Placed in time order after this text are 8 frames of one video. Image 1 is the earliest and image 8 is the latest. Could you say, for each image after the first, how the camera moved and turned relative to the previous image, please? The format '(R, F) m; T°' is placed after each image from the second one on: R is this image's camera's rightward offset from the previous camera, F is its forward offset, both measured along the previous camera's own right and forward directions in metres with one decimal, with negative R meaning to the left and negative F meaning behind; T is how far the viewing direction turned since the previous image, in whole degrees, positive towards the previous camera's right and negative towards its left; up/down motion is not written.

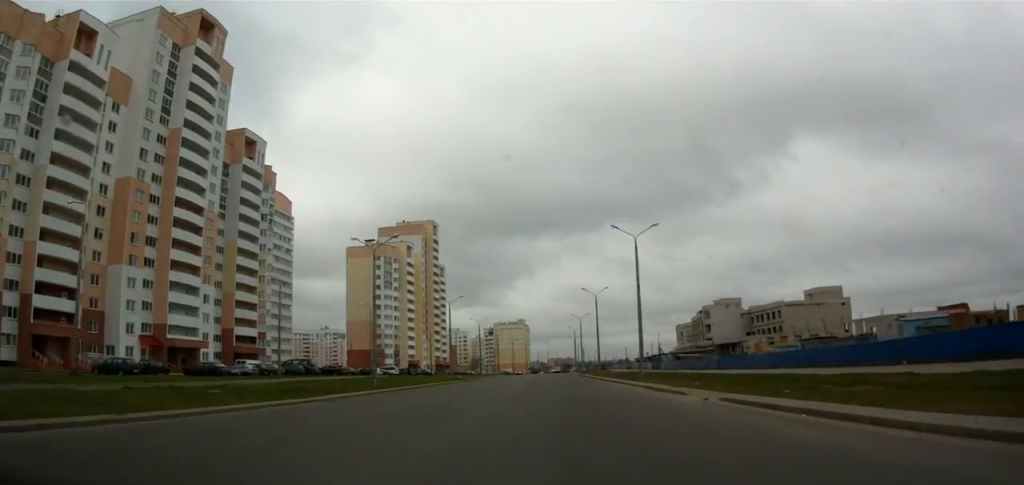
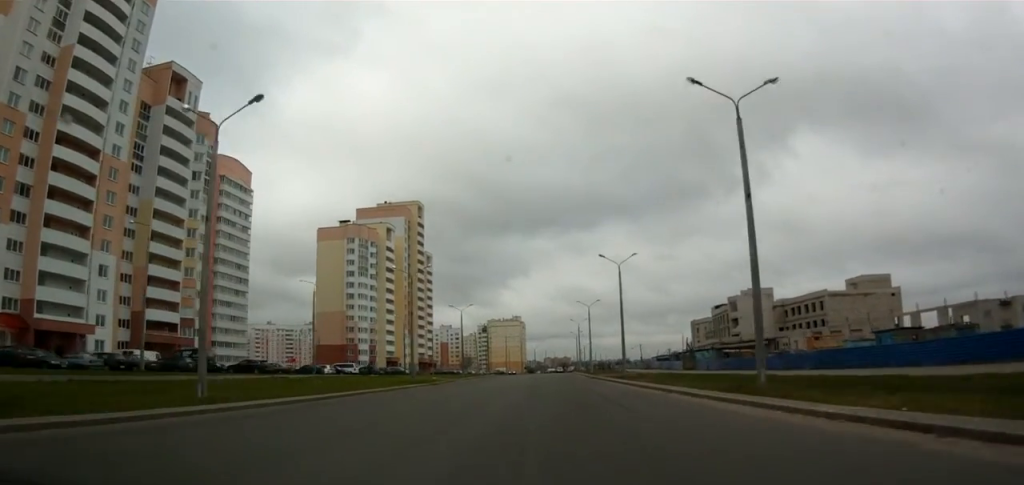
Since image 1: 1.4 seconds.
(+0.6, +25.0) m; 0°
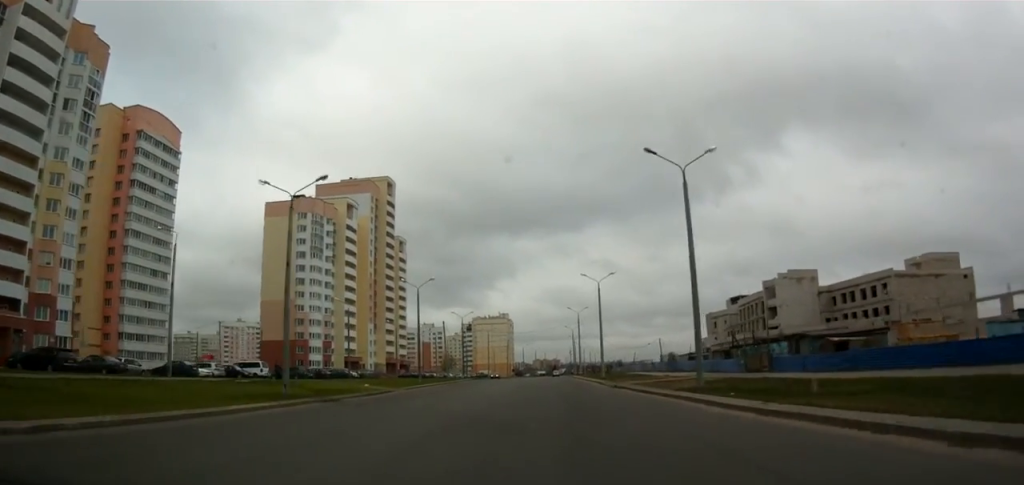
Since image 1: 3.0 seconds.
(-0.6, +29.0) m; -1°
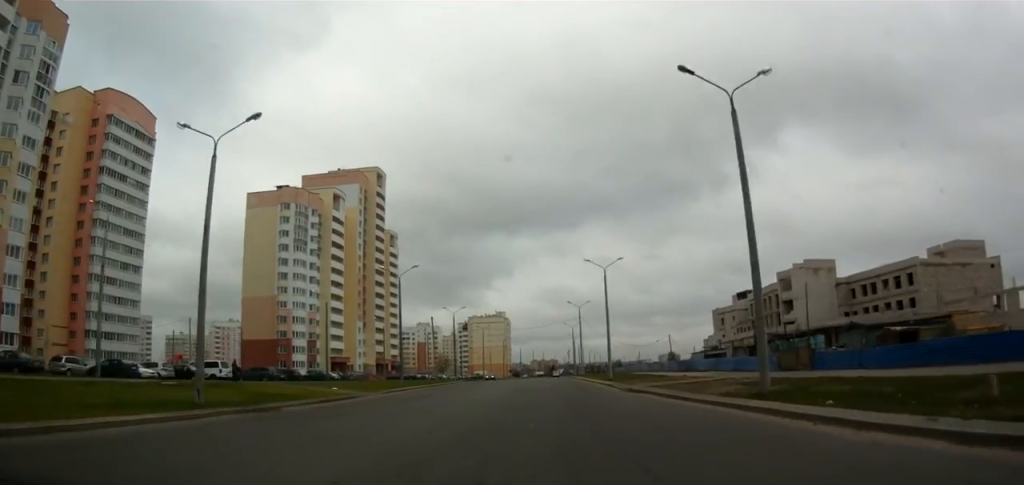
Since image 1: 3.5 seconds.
(+0.2, +8.5) m; +1°
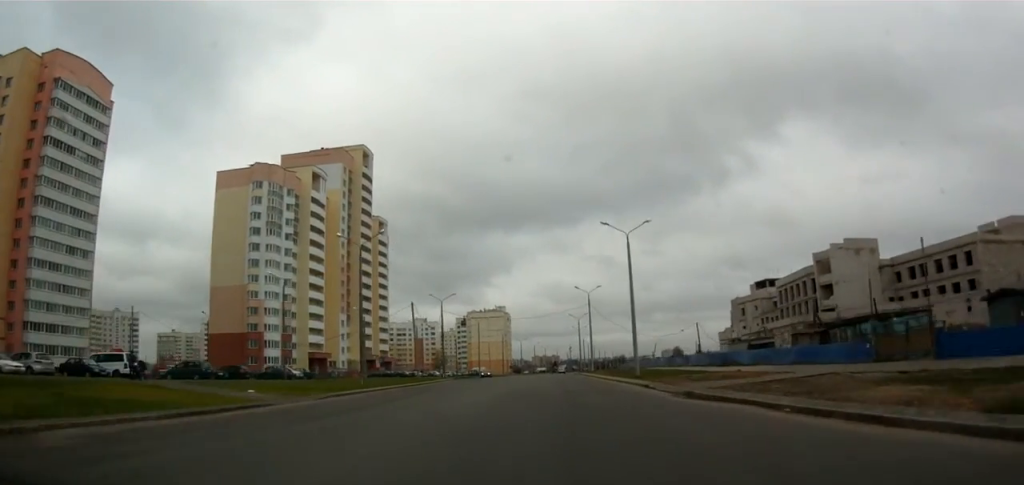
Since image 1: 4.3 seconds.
(+0.2, +14.1) m; +1°
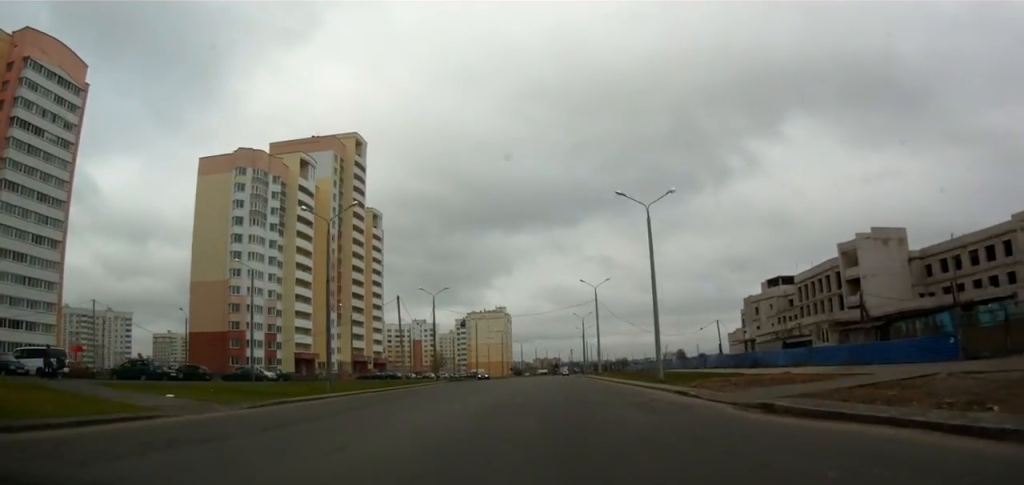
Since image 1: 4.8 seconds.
(0.0, +7.8) m; 0°
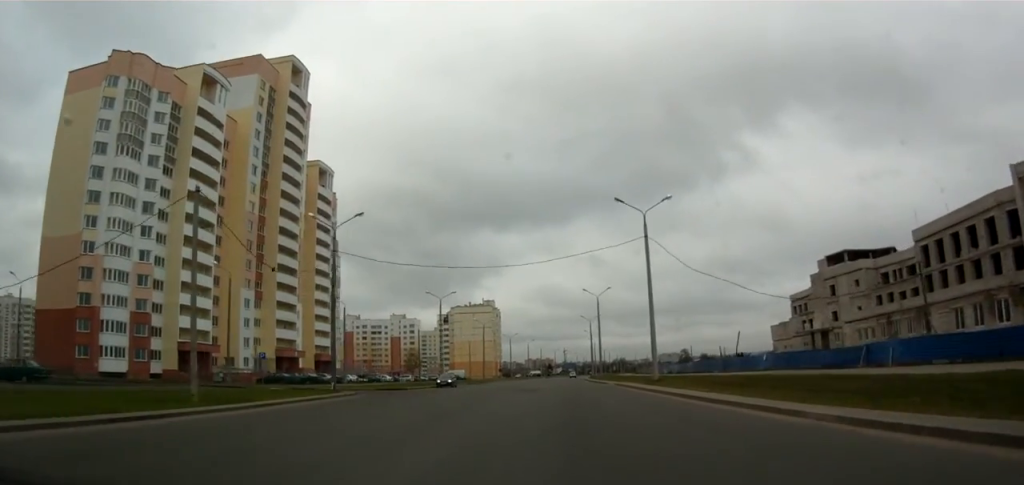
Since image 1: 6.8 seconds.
(-1.1, +36.2) m; -2°
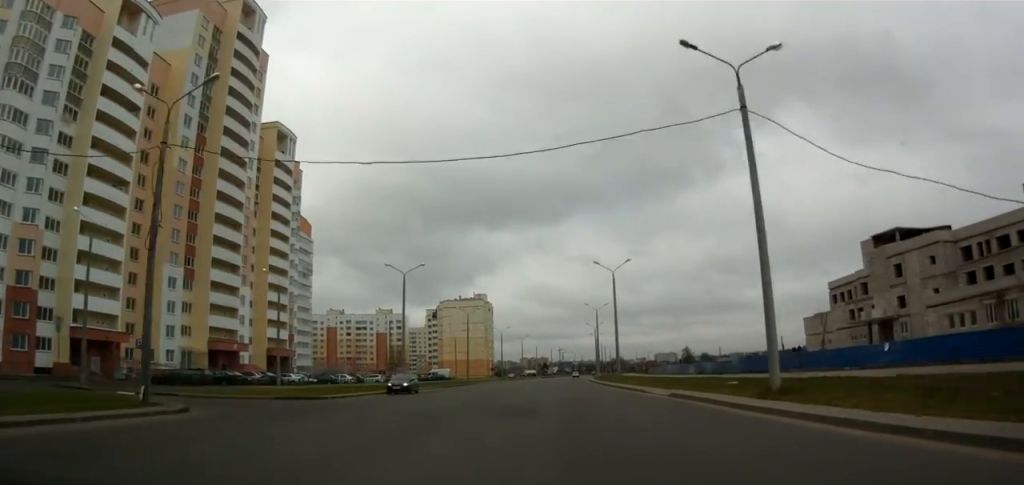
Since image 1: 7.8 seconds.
(+0.6, +18.6) m; +2°
